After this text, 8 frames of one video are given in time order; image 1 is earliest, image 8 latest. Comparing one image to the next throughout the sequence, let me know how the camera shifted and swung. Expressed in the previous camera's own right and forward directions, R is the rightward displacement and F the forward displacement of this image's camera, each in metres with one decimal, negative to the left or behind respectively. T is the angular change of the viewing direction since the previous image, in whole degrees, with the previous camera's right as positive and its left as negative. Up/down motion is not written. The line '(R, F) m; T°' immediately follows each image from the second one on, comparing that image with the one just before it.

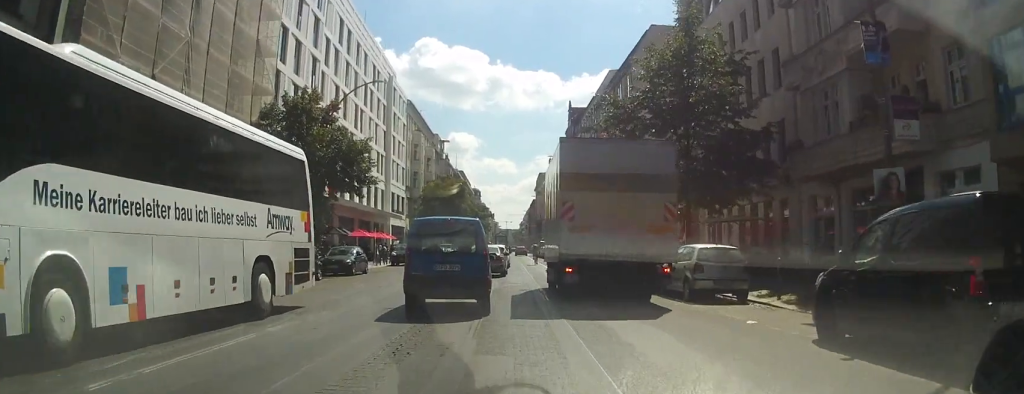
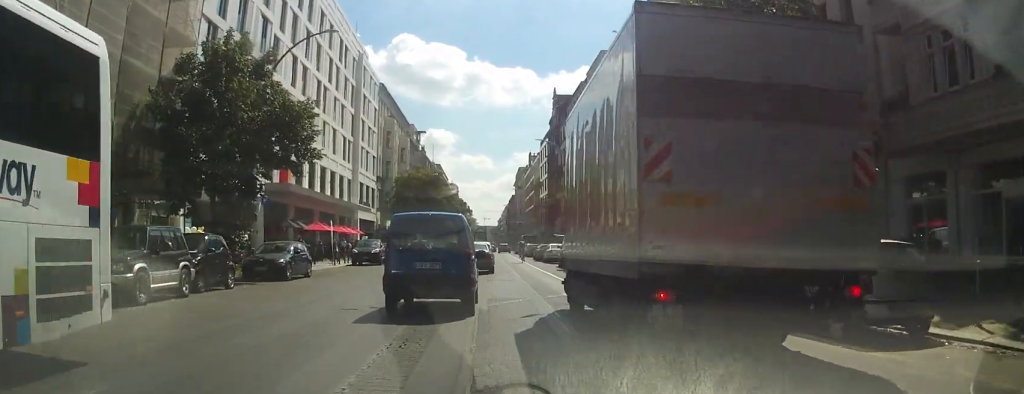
(0.0, +4.8) m; 0°
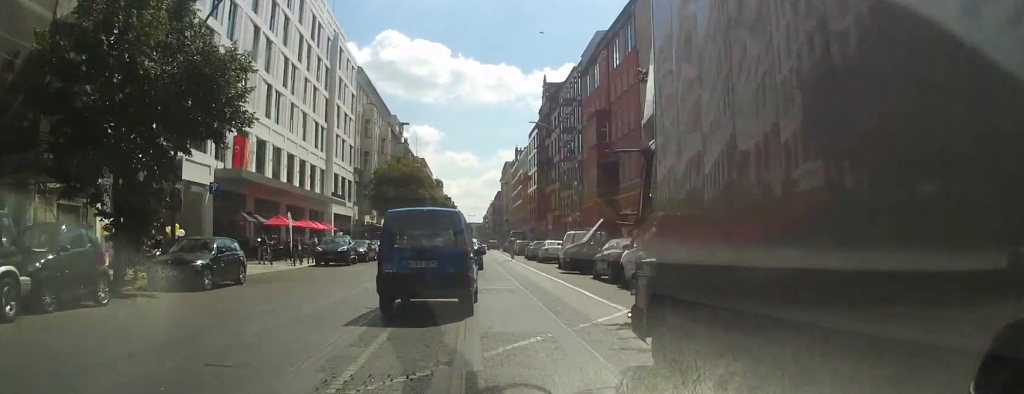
(0.0, +5.4) m; 0°
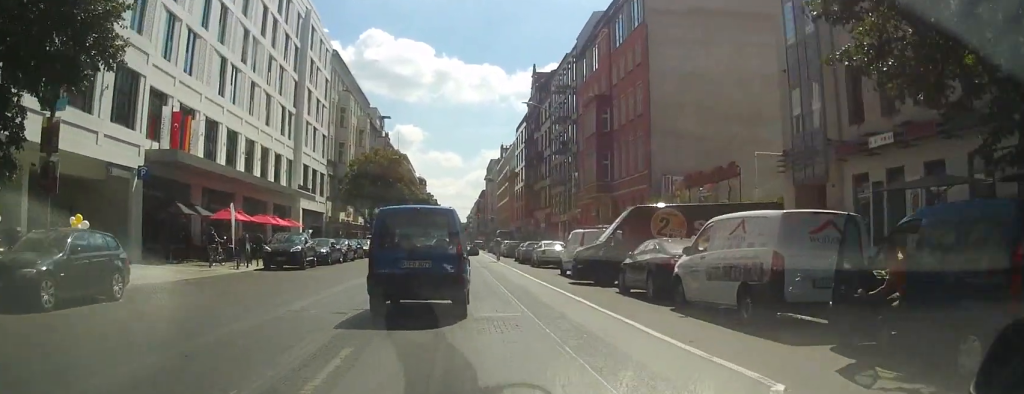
(0.0, +7.4) m; -1°
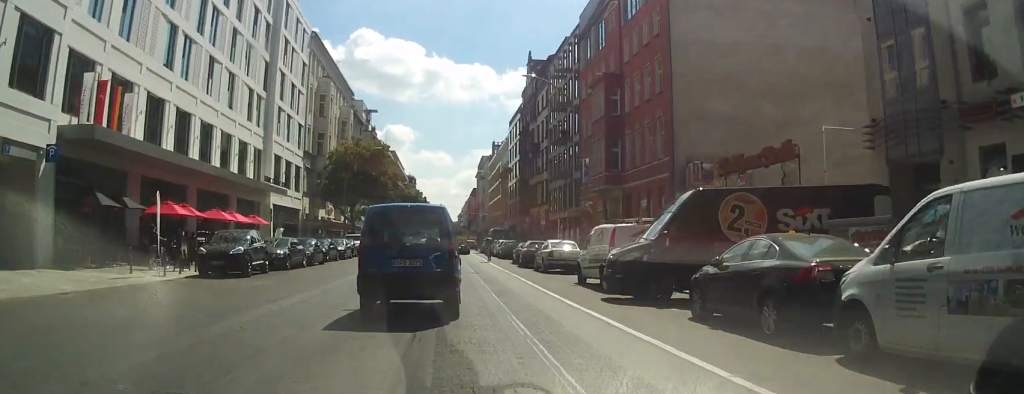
(-0.1, +7.3) m; -2°
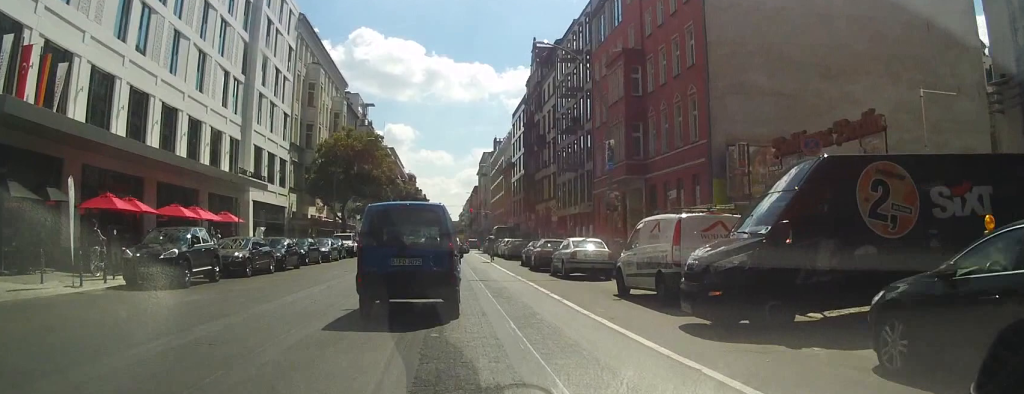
(-0.1, +6.4) m; -1°
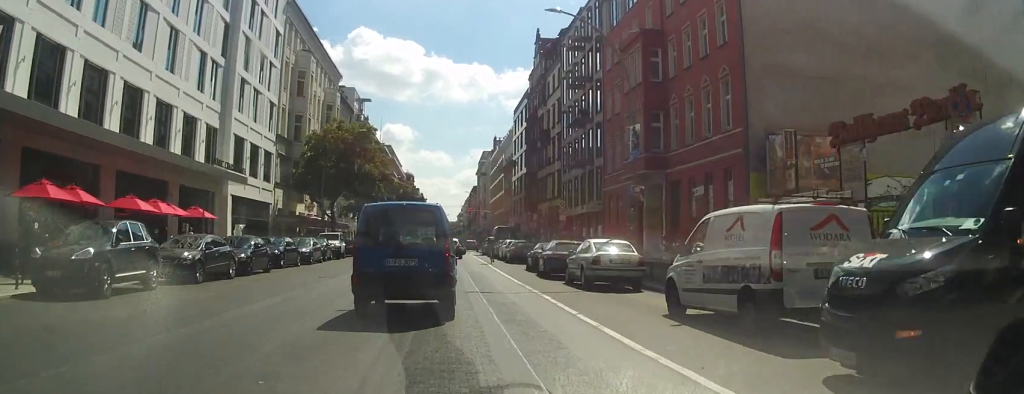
(0.0, +5.0) m; 0°
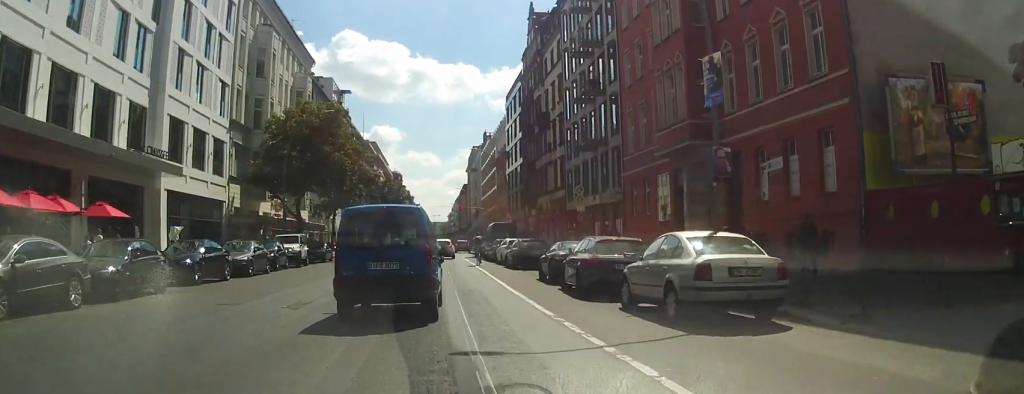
(0.0, +10.8) m; -1°
